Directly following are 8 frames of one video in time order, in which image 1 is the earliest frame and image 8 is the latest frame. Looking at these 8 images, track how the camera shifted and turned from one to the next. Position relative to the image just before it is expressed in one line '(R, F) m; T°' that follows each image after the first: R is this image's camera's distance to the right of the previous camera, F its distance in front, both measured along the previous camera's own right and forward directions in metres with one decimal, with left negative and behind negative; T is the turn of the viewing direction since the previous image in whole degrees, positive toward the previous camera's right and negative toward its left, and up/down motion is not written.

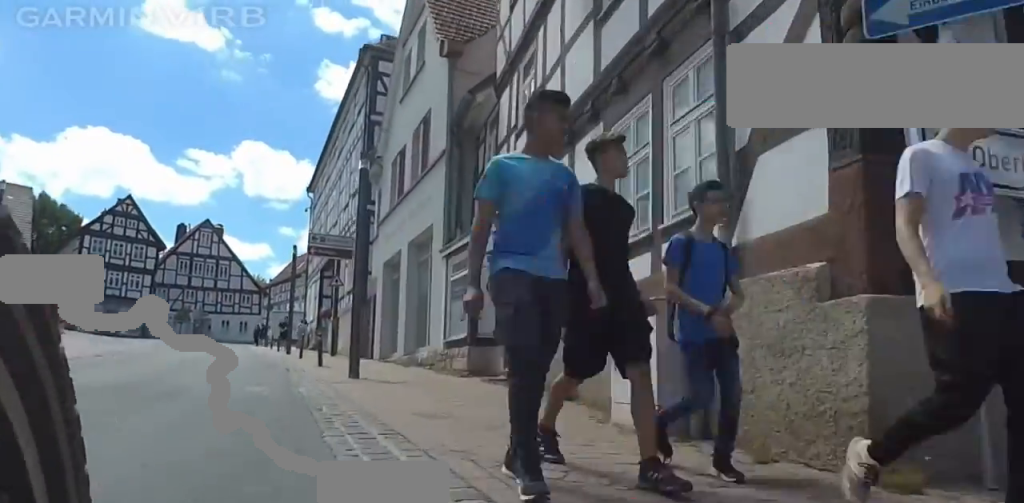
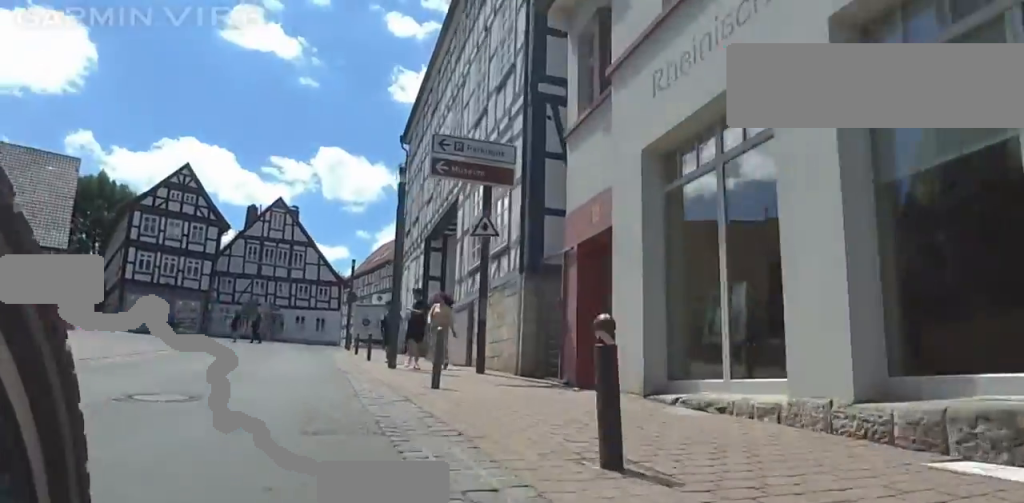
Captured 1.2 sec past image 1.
(0.0, +13.1) m; 0°
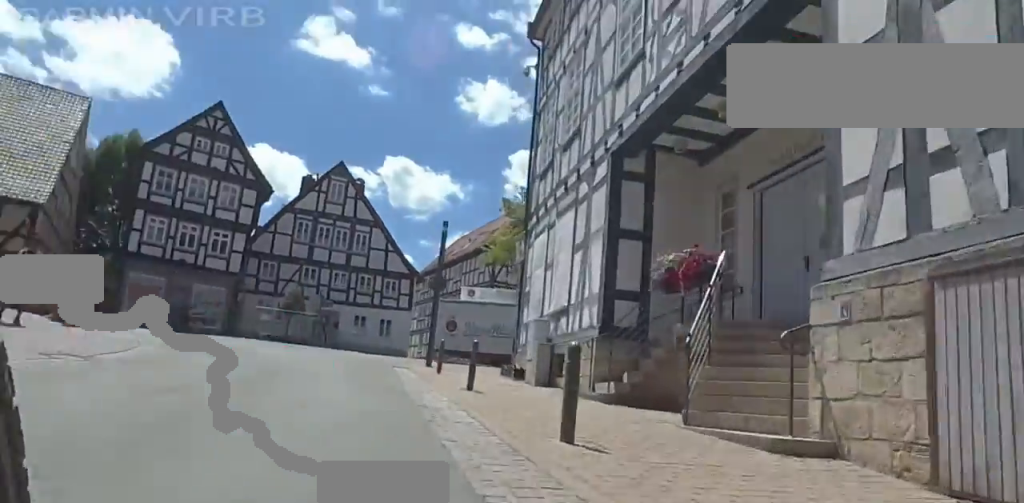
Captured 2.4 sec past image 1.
(0.0, +14.0) m; 0°
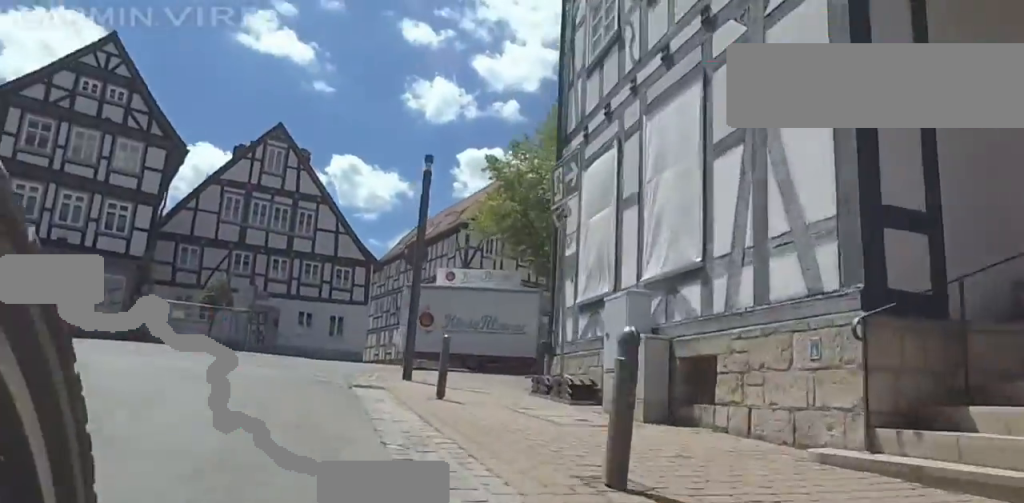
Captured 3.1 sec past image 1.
(0.0, +7.7) m; -2°
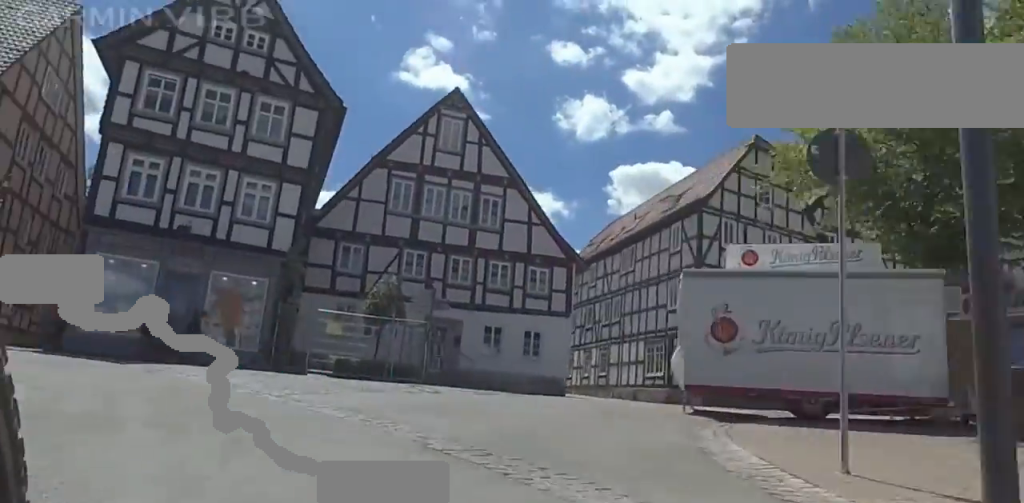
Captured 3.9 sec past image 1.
(+0.3, +9.4) m; -21°
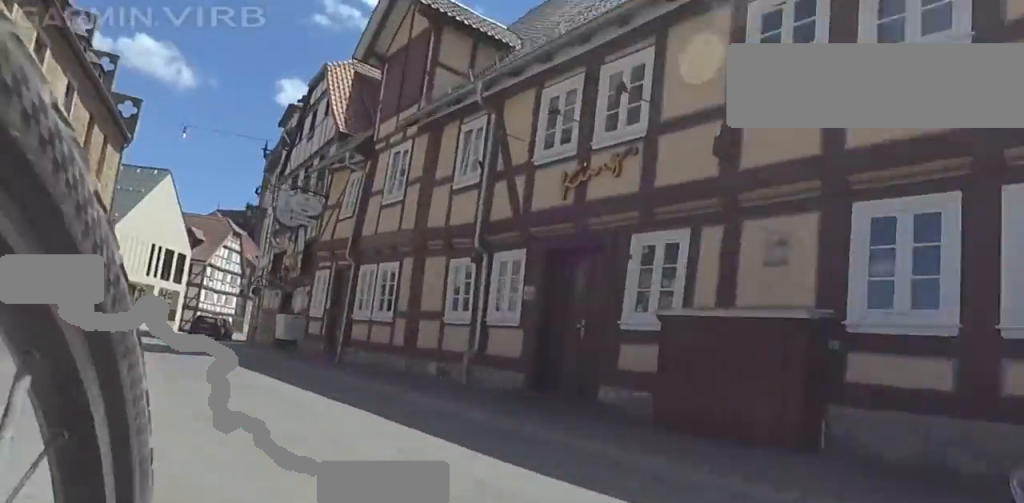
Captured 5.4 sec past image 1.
(-8.4, +13.3) m; -48°
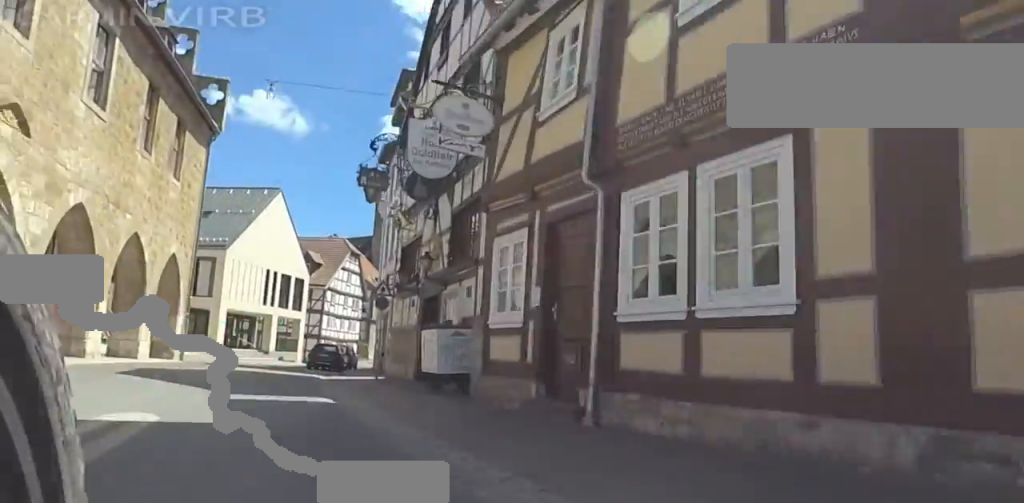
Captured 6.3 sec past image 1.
(-1.5, +9.5) m; -13°
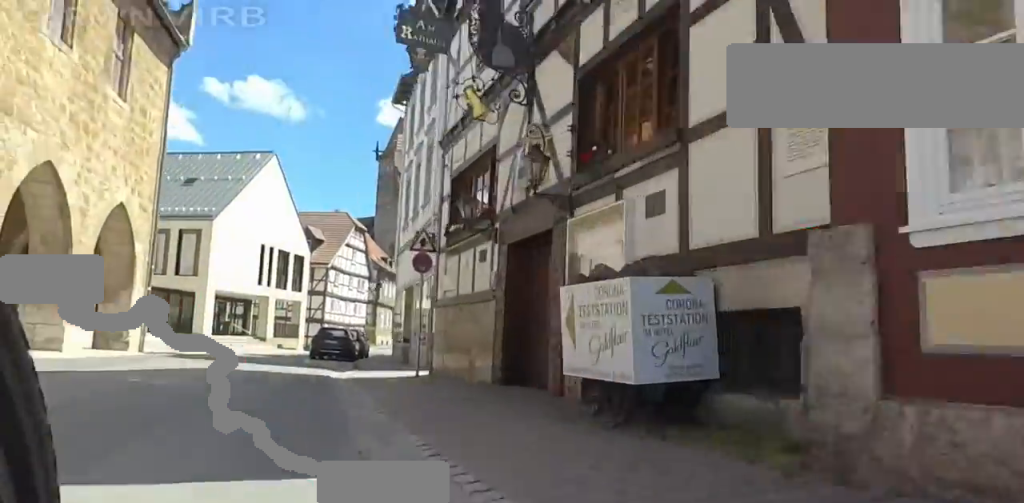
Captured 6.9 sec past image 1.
(-0.9, +6.4) m; -3°
